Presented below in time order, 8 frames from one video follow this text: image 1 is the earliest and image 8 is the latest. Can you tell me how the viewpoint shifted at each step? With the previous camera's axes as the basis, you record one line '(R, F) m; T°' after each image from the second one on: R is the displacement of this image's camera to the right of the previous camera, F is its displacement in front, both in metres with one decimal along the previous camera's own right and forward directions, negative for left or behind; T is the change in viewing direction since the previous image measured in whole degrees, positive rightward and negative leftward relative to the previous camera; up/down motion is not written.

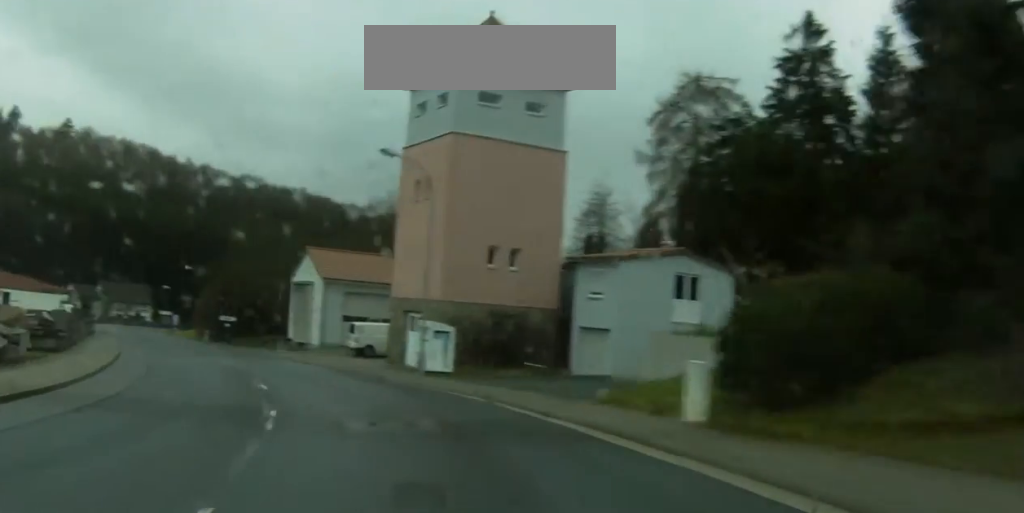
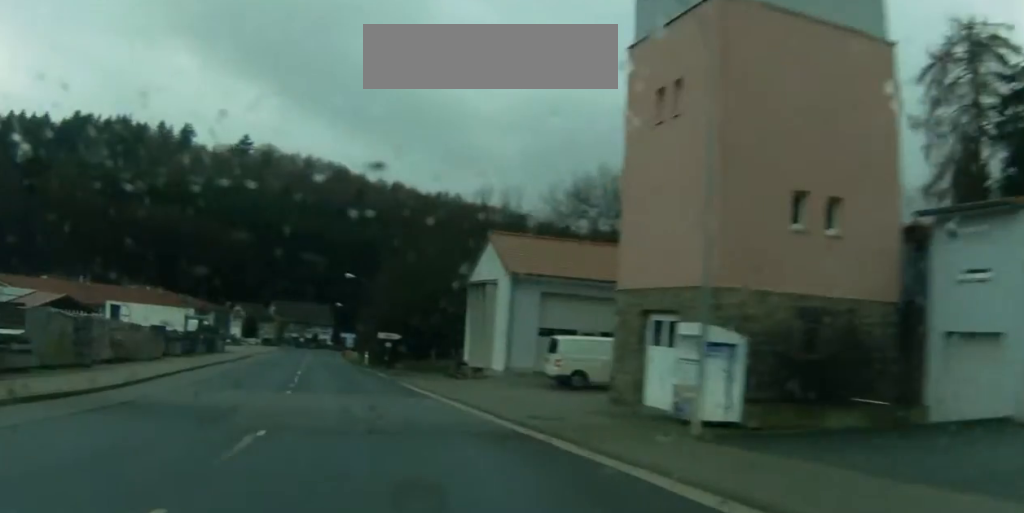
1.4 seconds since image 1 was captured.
(-4.1, +18.6) m; -13°
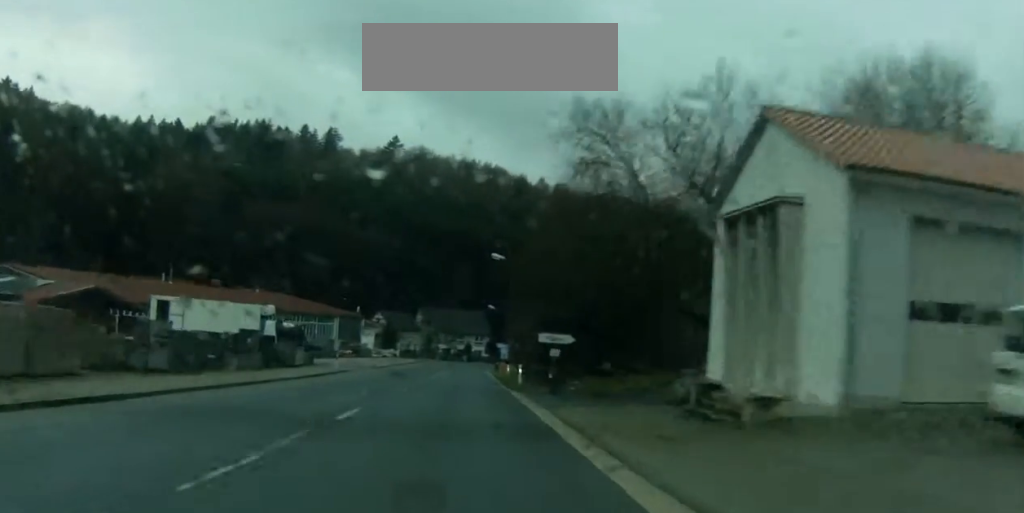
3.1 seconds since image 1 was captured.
(-2.3, +22.2) m; -10°
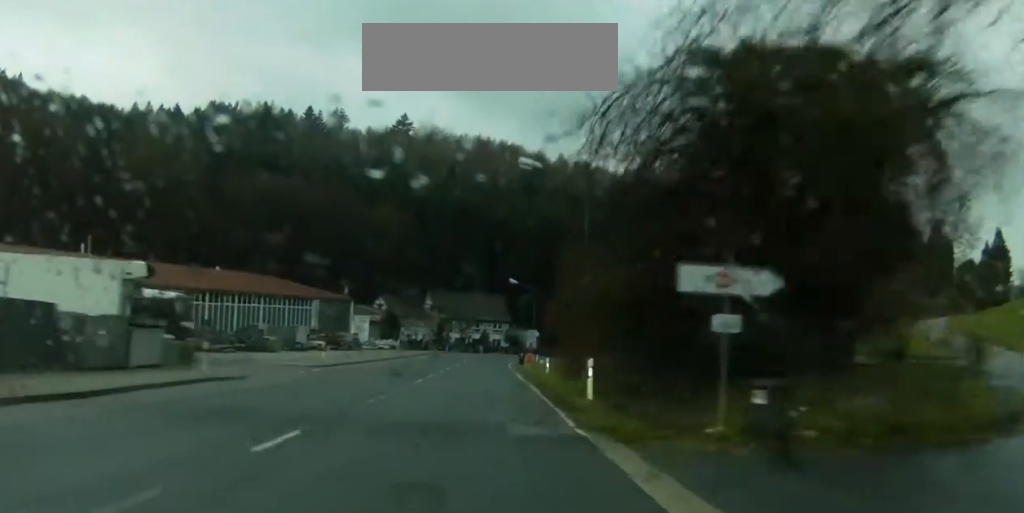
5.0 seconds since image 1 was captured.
(-2.2, +24.6) m; -6°
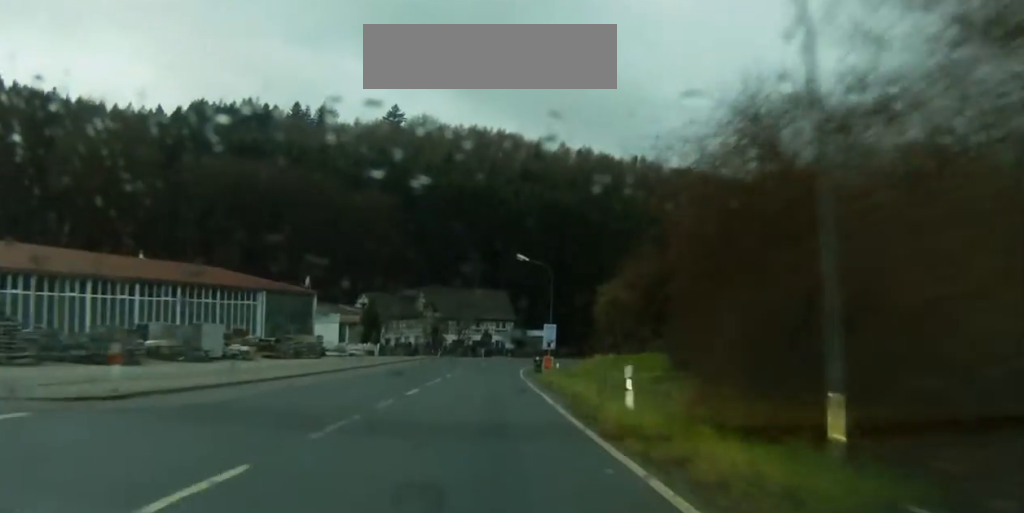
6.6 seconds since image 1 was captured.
(-0.8, +21.8) m; -2°
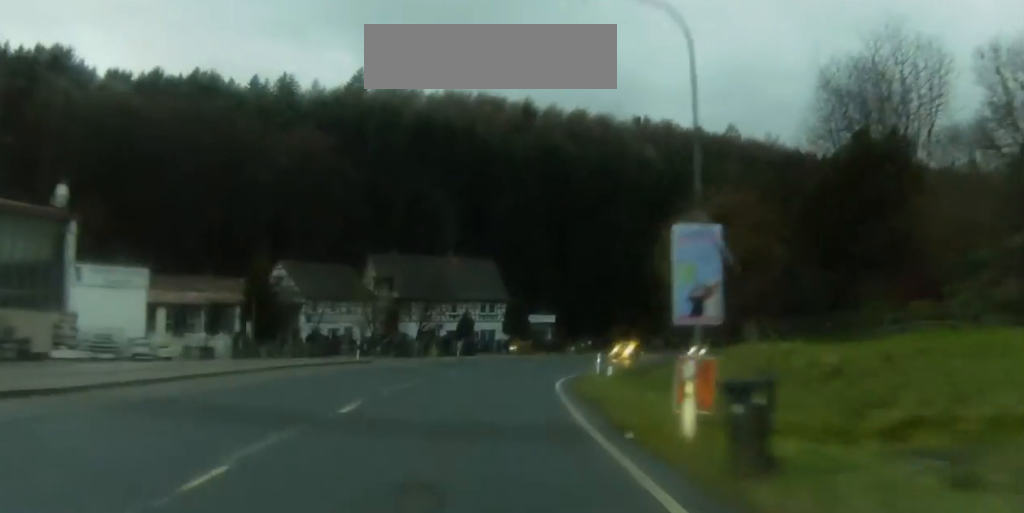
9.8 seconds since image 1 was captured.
(+0.1, +44.8) m; +2°
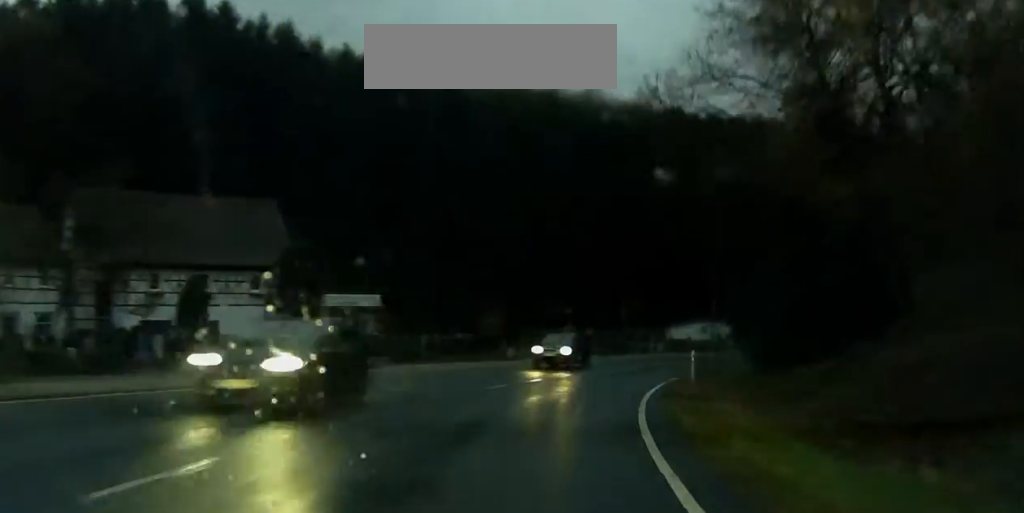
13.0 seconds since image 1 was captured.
(+3.4, +44.2) m; +11°
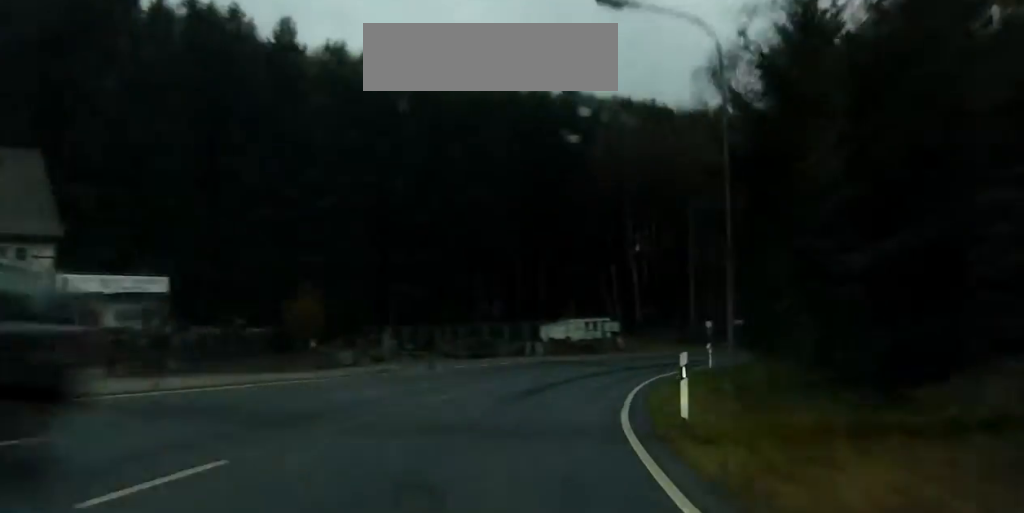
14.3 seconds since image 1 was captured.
(+0.6, +18.1) m; +7°
